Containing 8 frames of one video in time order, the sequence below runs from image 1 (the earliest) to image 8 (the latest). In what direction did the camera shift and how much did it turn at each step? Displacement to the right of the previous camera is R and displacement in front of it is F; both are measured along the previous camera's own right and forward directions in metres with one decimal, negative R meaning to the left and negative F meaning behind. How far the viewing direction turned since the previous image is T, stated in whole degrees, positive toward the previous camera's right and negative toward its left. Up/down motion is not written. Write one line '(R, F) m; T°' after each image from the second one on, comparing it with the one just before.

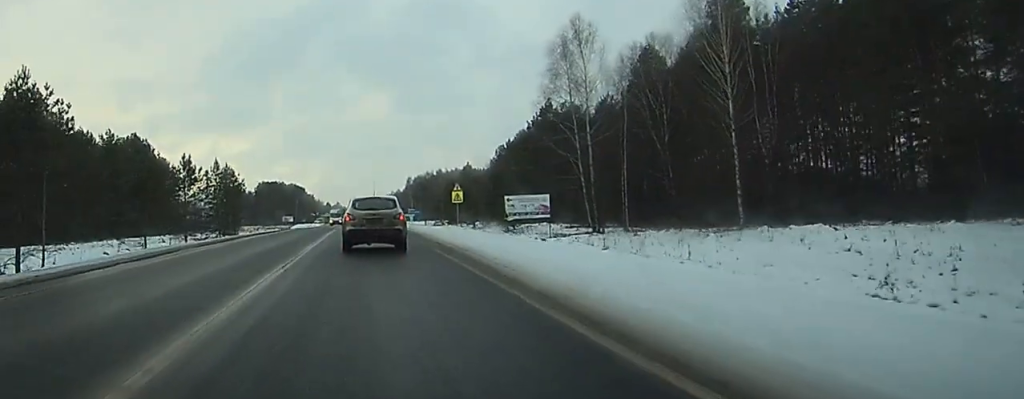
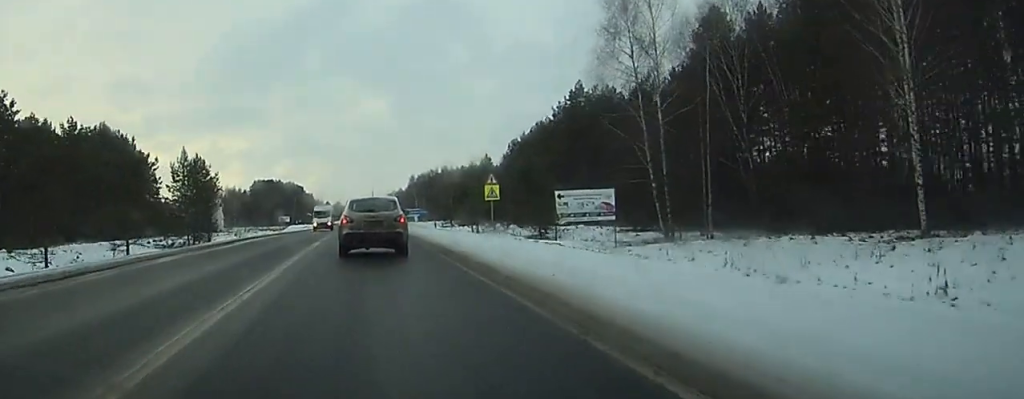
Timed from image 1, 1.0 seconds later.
(-0.1, +20.4) m; 0°
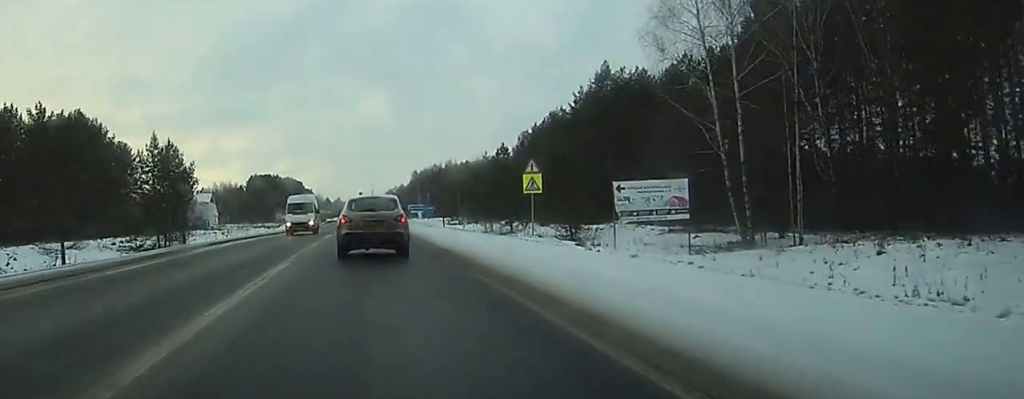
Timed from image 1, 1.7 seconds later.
(0.0, +13.6) m; 0°
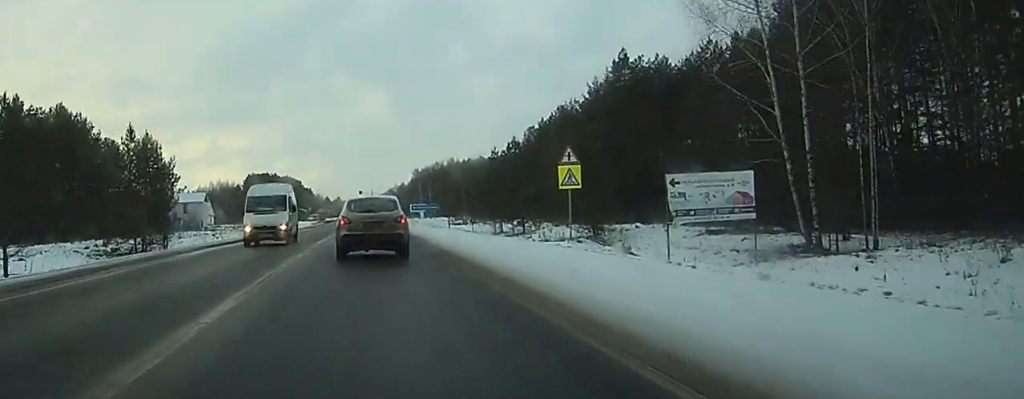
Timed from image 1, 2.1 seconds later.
(0.0, +8.2) m; 0°
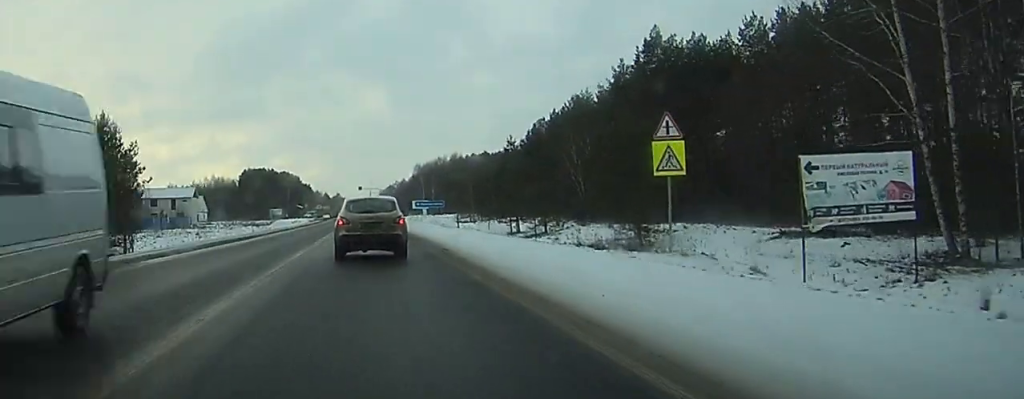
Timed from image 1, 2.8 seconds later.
(0.0, +12.2) m; 0°
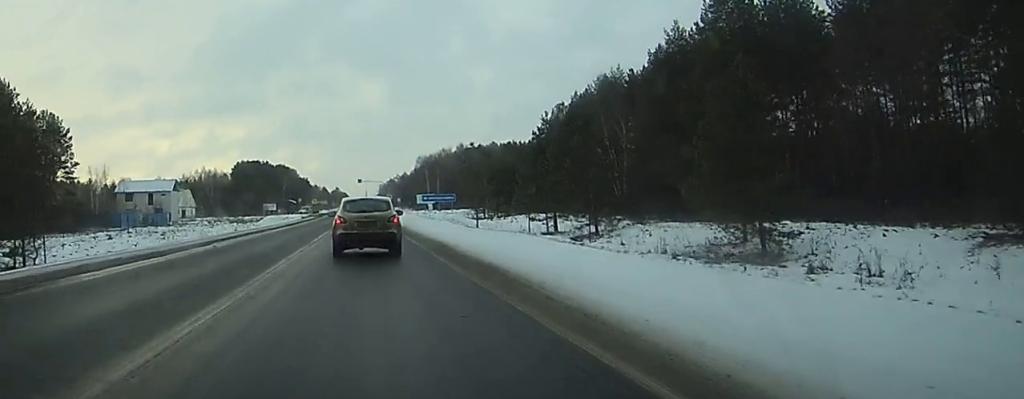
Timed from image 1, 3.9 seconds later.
(0.0, +19.3) m; 0°
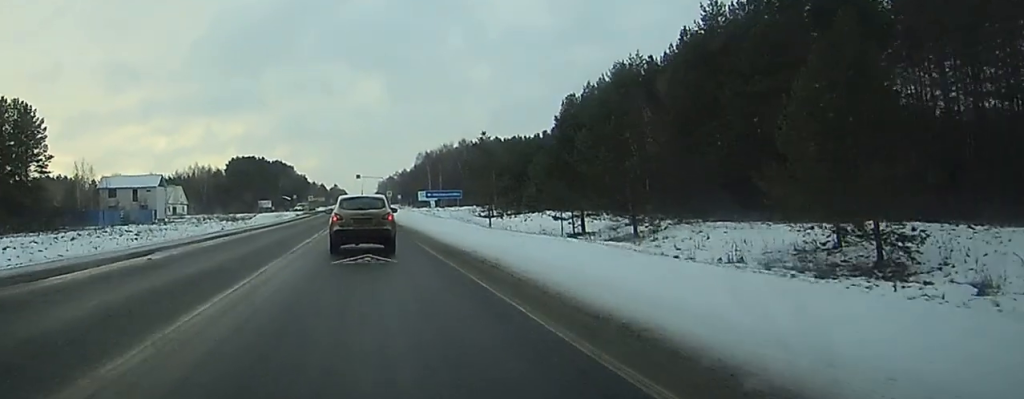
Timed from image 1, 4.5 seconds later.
(0.0, +10.0) m; 0°
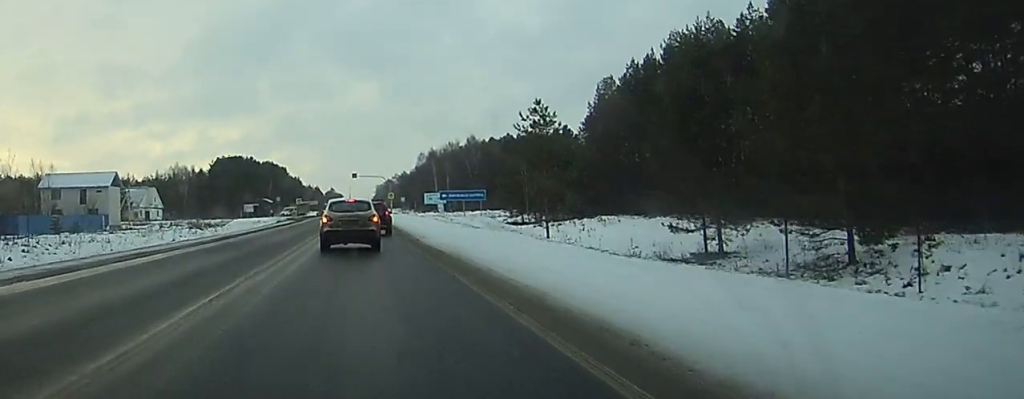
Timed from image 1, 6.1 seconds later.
(+0.1, +26.5) m; 0°
